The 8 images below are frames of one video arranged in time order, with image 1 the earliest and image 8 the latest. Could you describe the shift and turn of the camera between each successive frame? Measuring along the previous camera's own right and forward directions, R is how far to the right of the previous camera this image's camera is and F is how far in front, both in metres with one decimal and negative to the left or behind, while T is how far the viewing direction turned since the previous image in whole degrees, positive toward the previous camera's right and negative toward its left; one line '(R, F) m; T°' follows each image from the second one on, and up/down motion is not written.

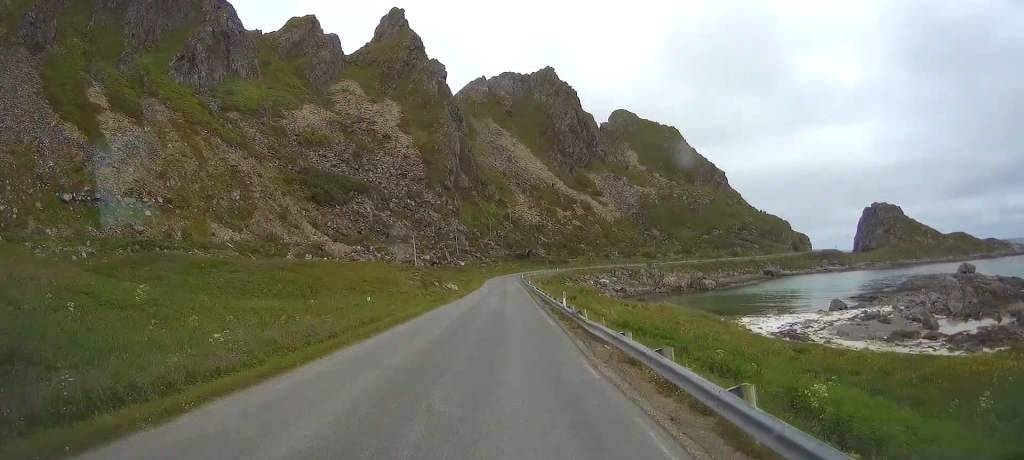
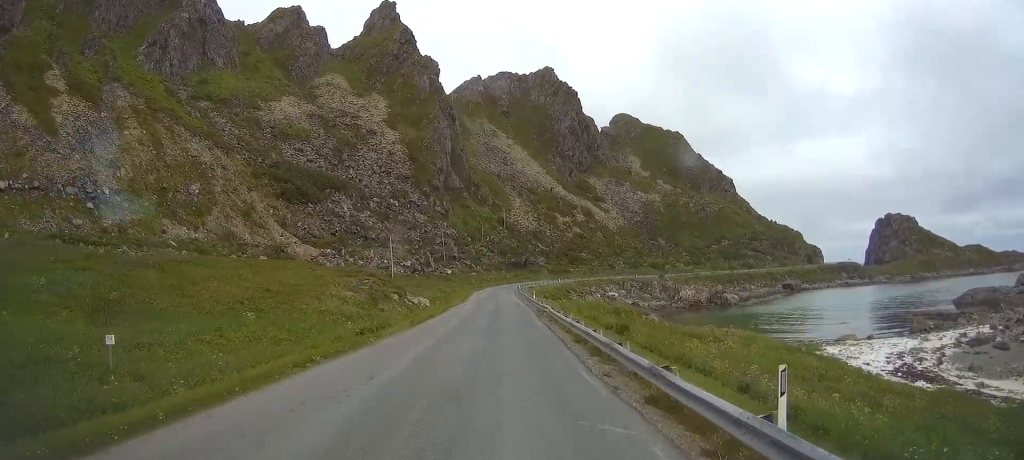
(+0.1, +24.9) m; +1°
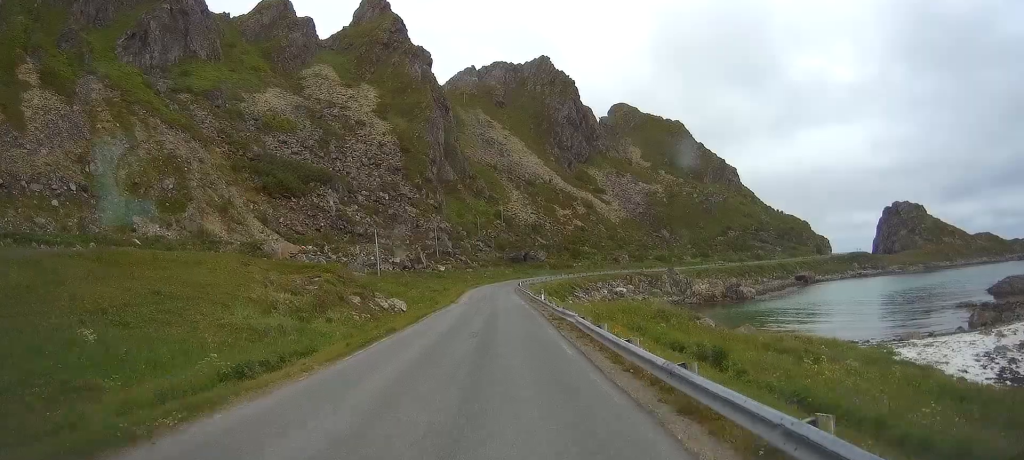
(+0.1, +13.0) m; 0°
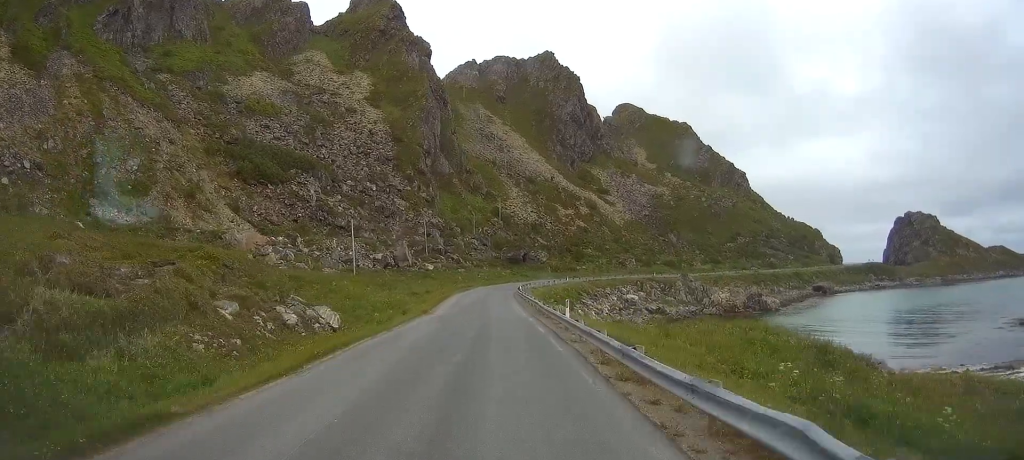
(-0.1, +16.9) m; -1°
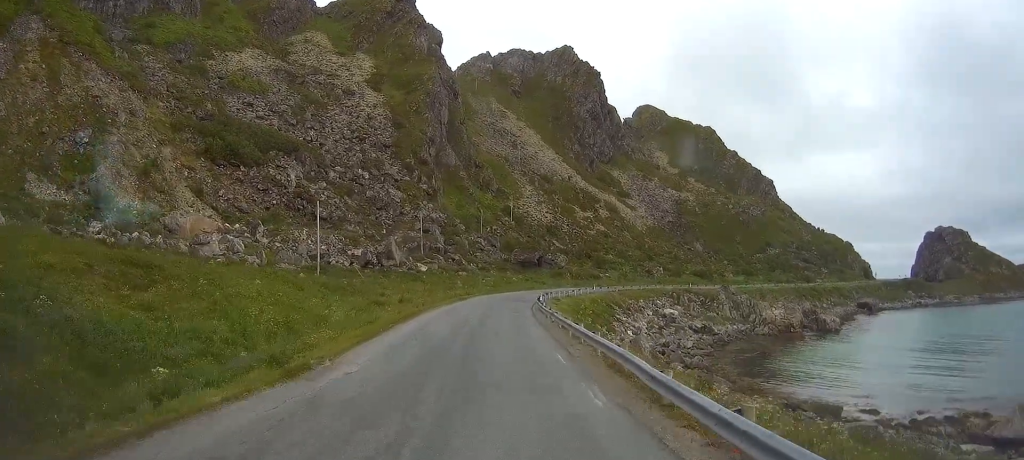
(0.0, +24.1) m; +1°
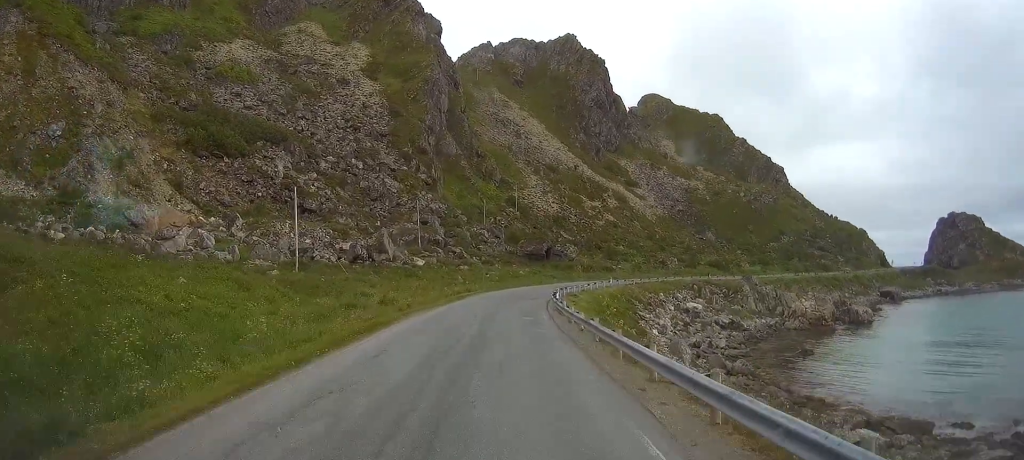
(+0.1, +9.9) m; 0°
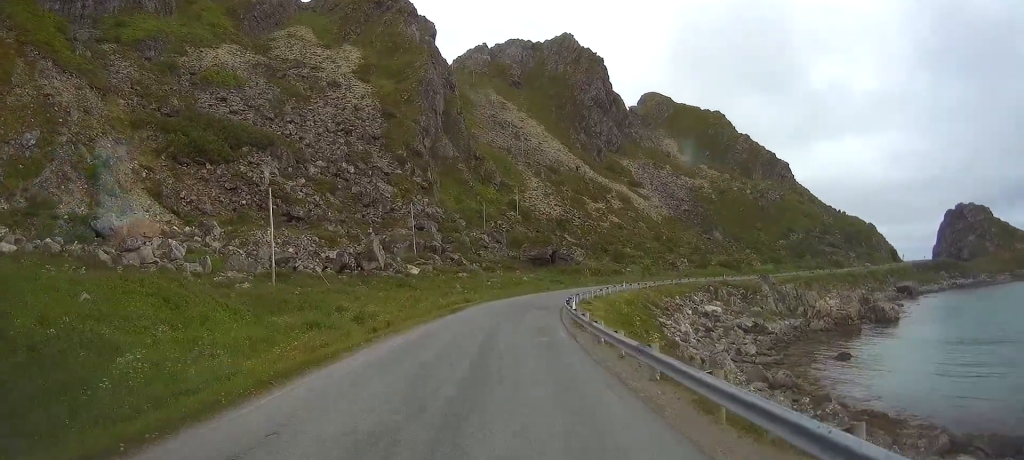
(0.0, +7.5) m; 0°
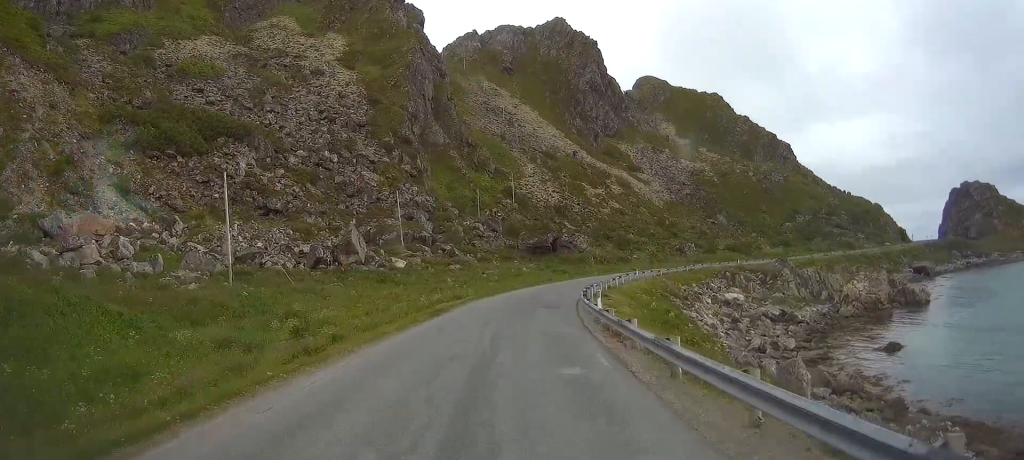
(0.0, +9.3) m; 0°
